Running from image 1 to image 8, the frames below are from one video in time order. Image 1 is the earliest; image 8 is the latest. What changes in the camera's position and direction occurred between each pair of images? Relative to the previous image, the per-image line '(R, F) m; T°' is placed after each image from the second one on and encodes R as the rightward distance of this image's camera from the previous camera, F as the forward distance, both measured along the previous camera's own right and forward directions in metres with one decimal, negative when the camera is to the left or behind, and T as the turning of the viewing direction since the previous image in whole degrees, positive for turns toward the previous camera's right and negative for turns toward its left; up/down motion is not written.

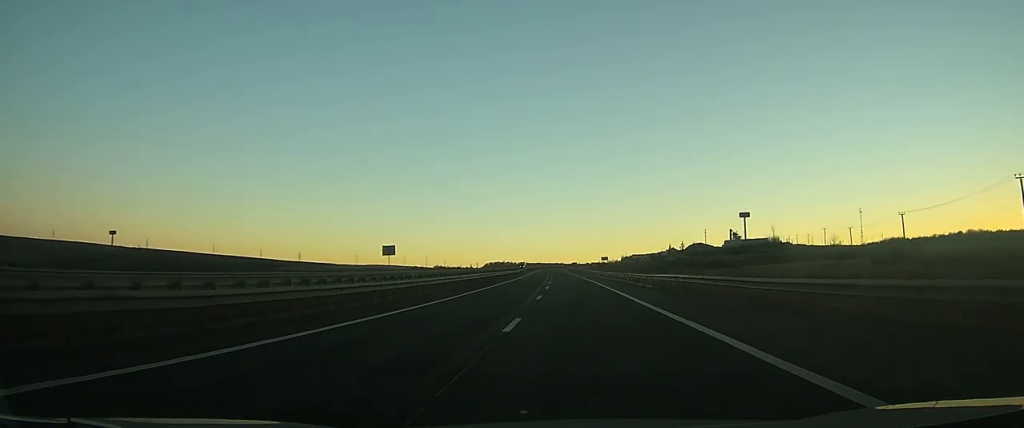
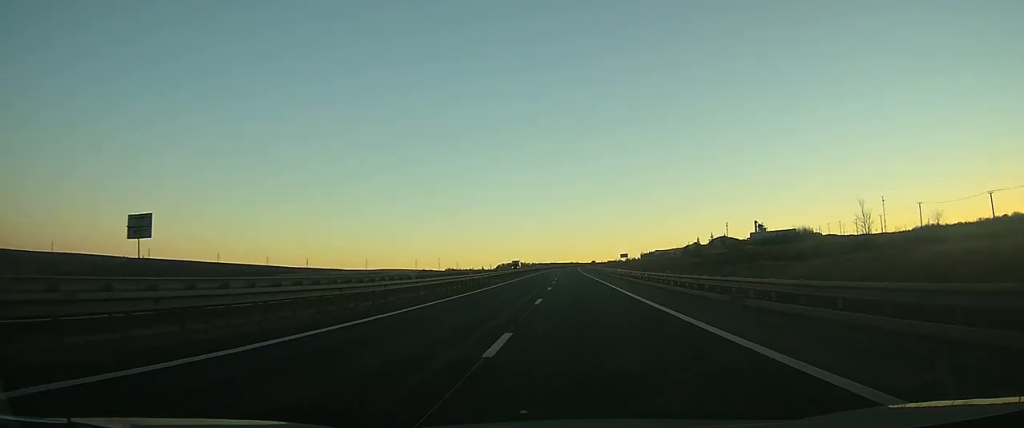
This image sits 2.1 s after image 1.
(-0.8, +50.0) m; -1°
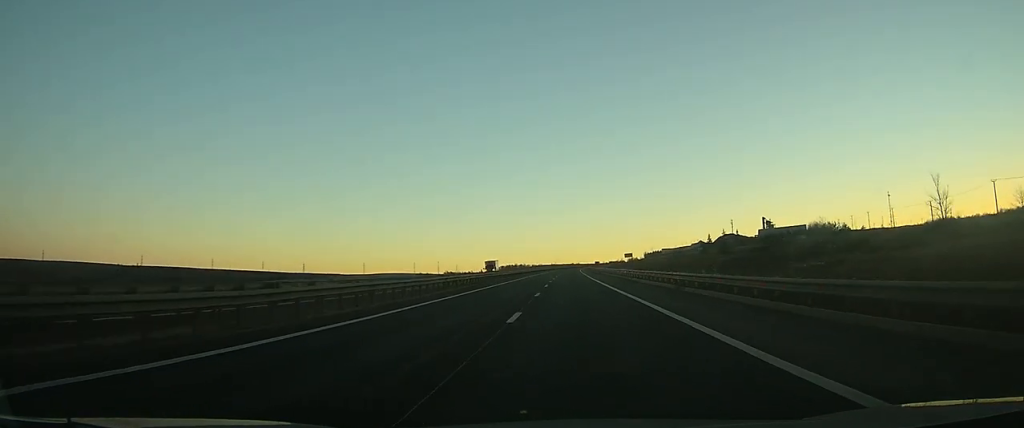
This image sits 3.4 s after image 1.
(-0.1, +29.4) m; 0°
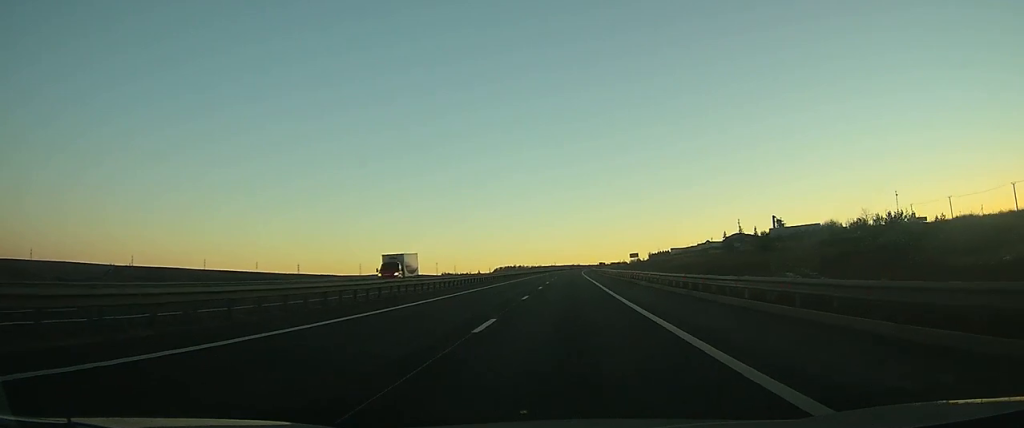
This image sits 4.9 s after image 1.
(0.0, +35.9) m; 0°
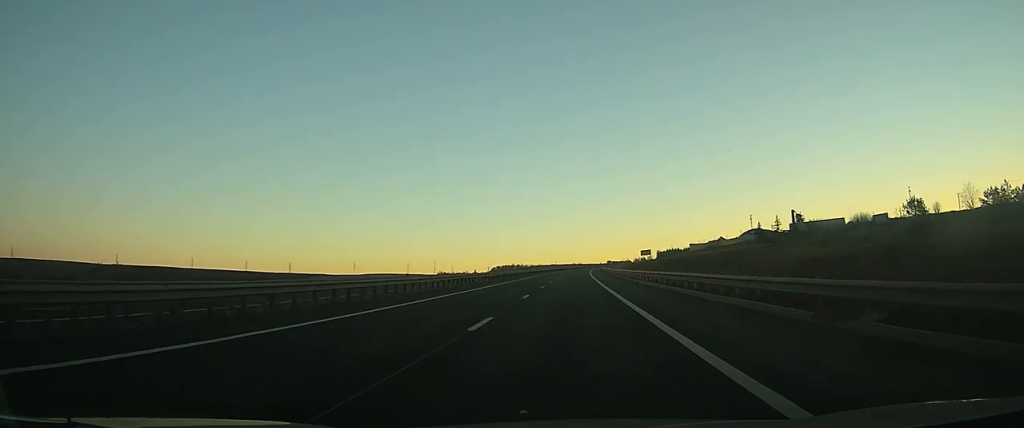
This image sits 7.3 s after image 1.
(0.0, +61.6) m; 0°
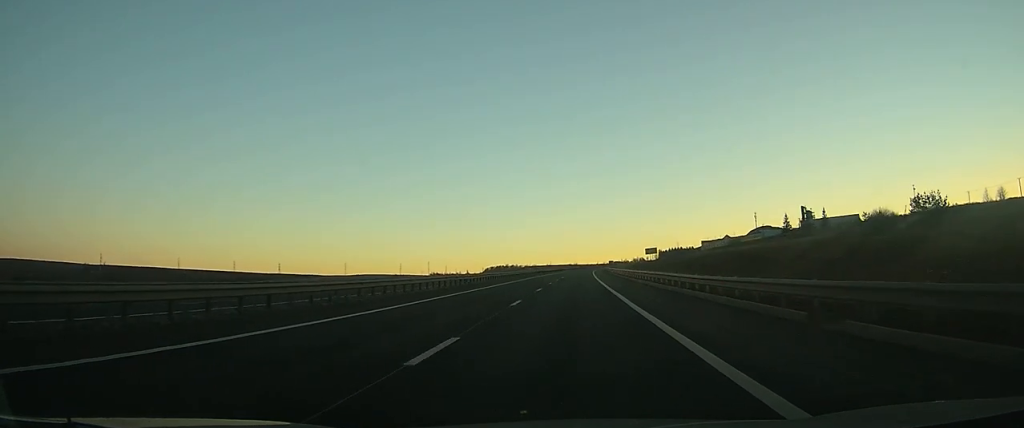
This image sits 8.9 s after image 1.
(0.0, +41.6) m; 0°
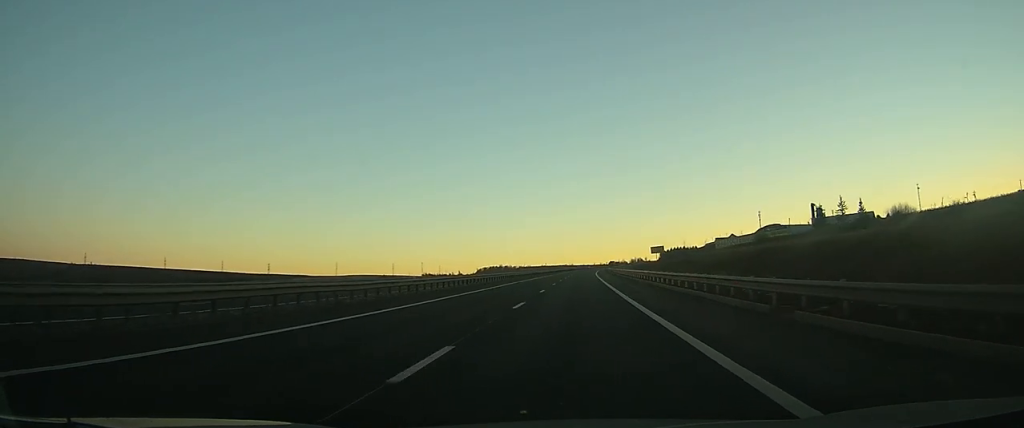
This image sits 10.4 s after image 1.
(+0.2, +37.2) m; +1°
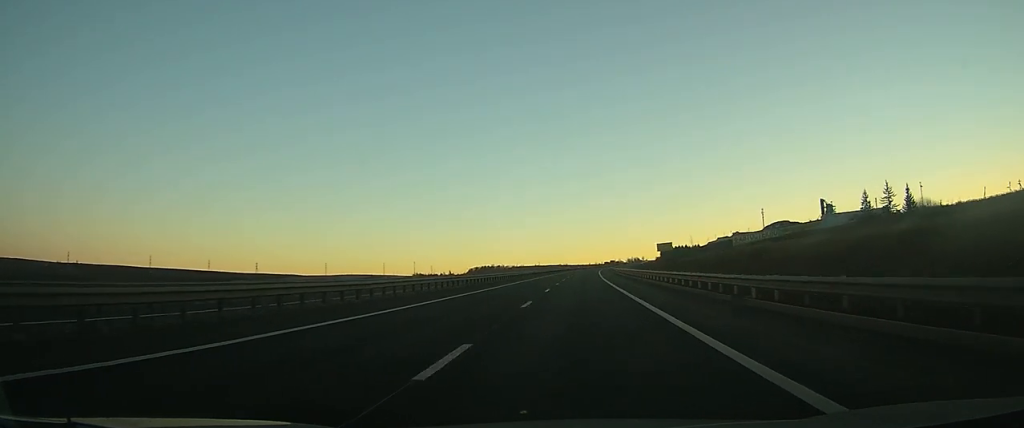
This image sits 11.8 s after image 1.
(+0.1, +34.8) m; +1°
